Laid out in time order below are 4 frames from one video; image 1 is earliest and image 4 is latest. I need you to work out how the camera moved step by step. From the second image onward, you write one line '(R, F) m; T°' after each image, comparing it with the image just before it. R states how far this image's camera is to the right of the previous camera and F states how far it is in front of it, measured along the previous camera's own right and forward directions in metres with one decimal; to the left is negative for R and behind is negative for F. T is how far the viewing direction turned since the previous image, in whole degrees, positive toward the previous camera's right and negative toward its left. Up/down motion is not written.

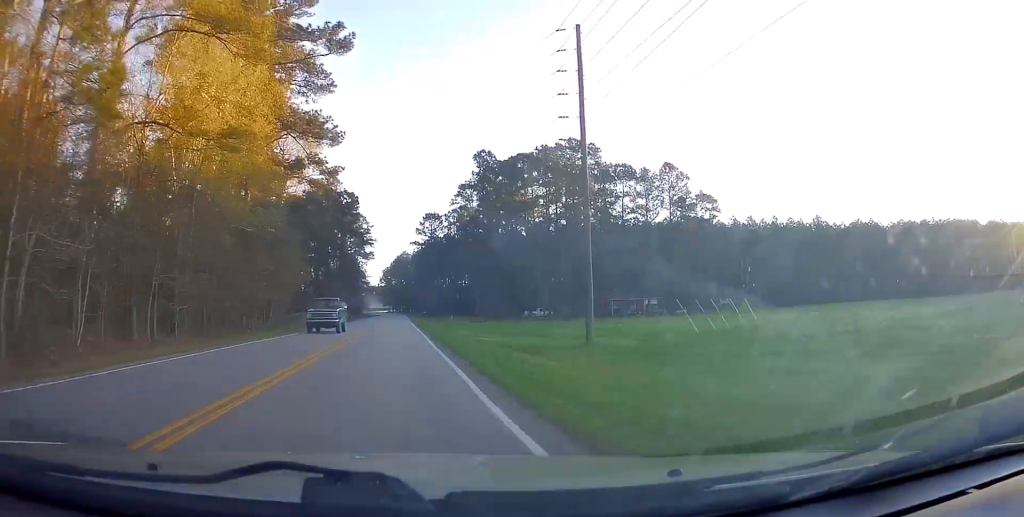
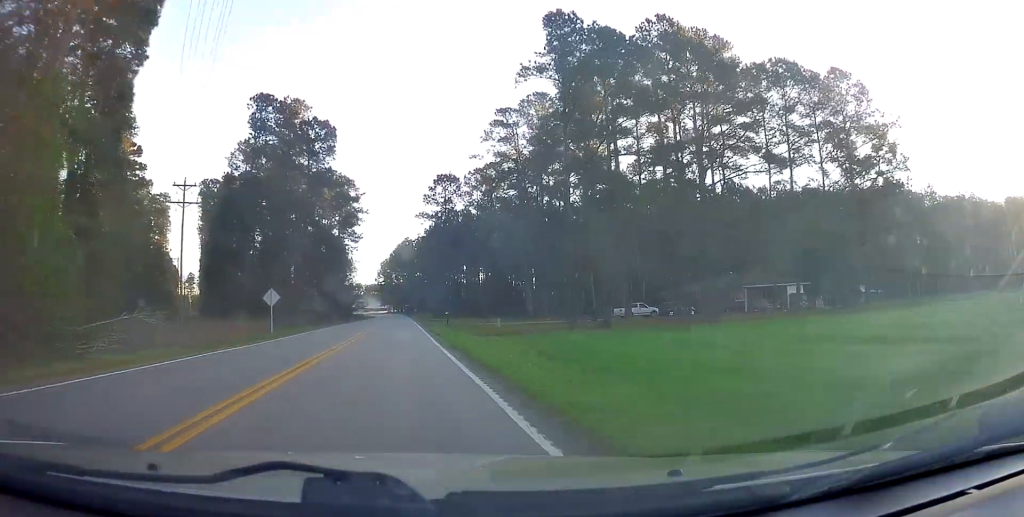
(-0.5, +43.8) m; -2°
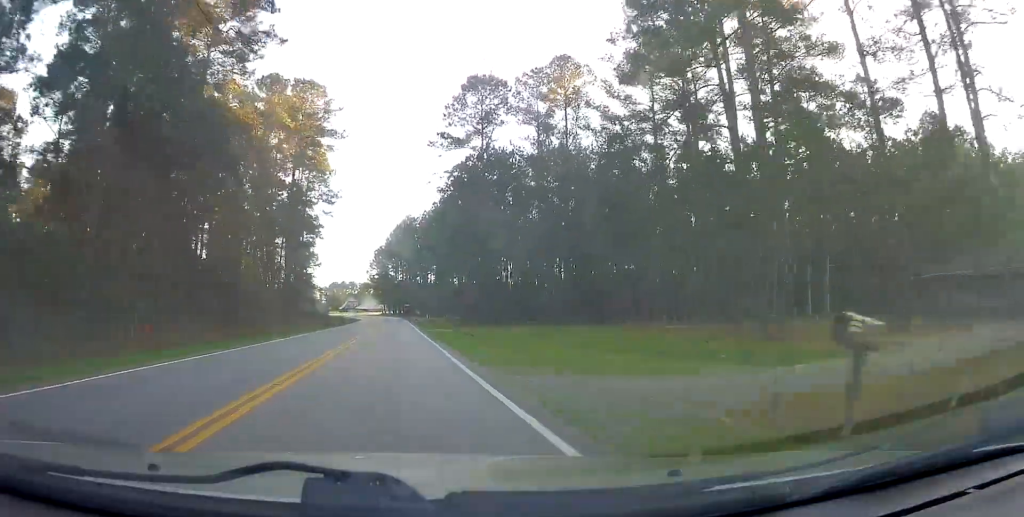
(-0.1, +48.7) m; +1°
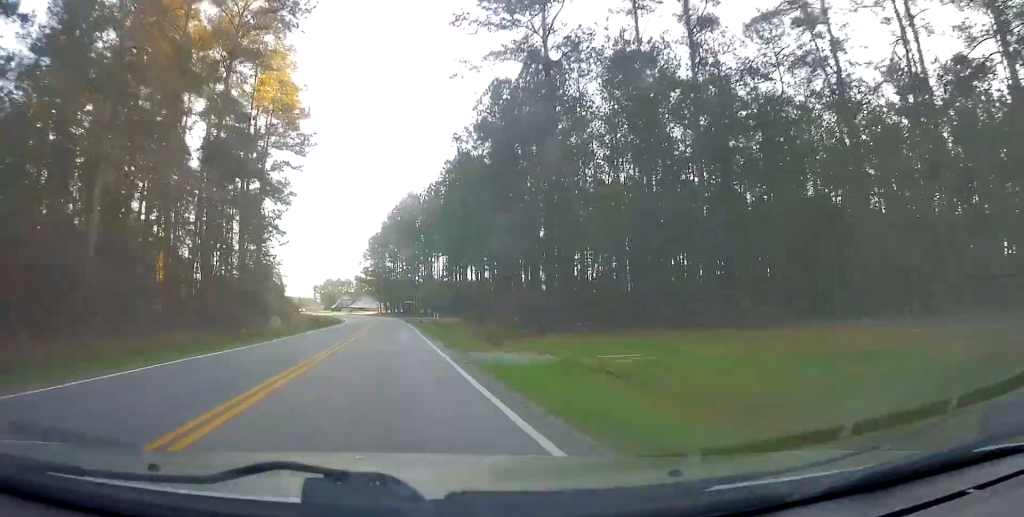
(+0.3, +27.8) m; +2°
